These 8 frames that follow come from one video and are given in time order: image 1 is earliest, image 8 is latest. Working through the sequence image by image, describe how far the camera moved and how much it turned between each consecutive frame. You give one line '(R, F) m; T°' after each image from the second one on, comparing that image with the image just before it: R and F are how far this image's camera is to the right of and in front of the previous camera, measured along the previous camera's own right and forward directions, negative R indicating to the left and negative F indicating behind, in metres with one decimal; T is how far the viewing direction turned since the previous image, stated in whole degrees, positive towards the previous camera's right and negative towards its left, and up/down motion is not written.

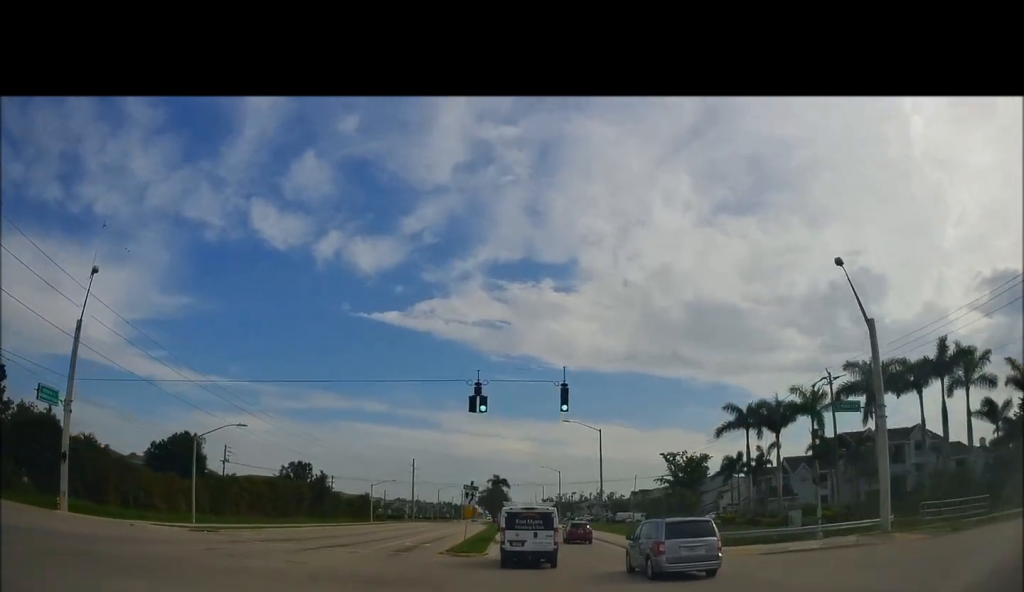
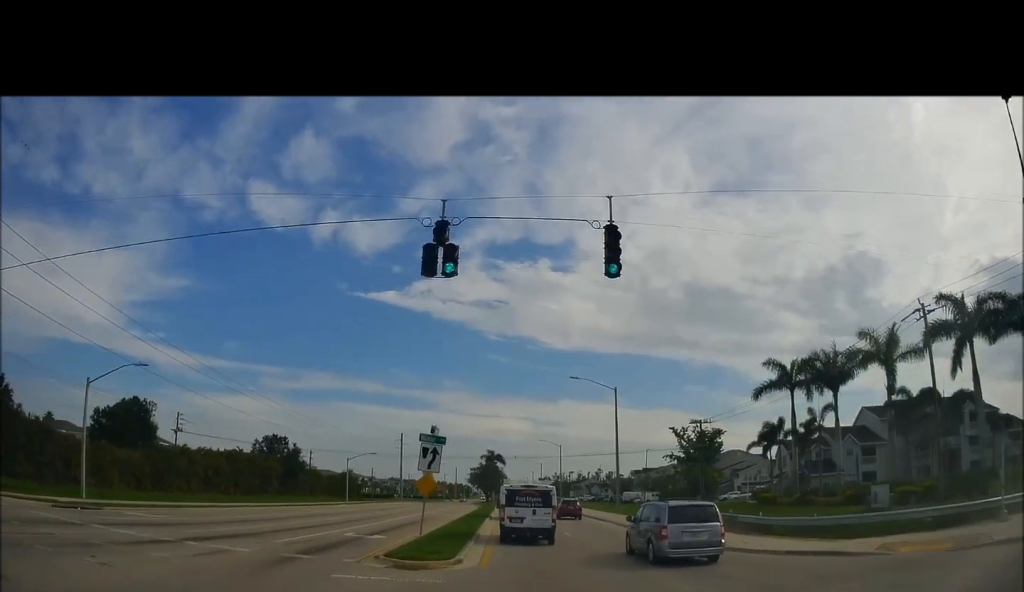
(0.0, +11.6) m; 0°
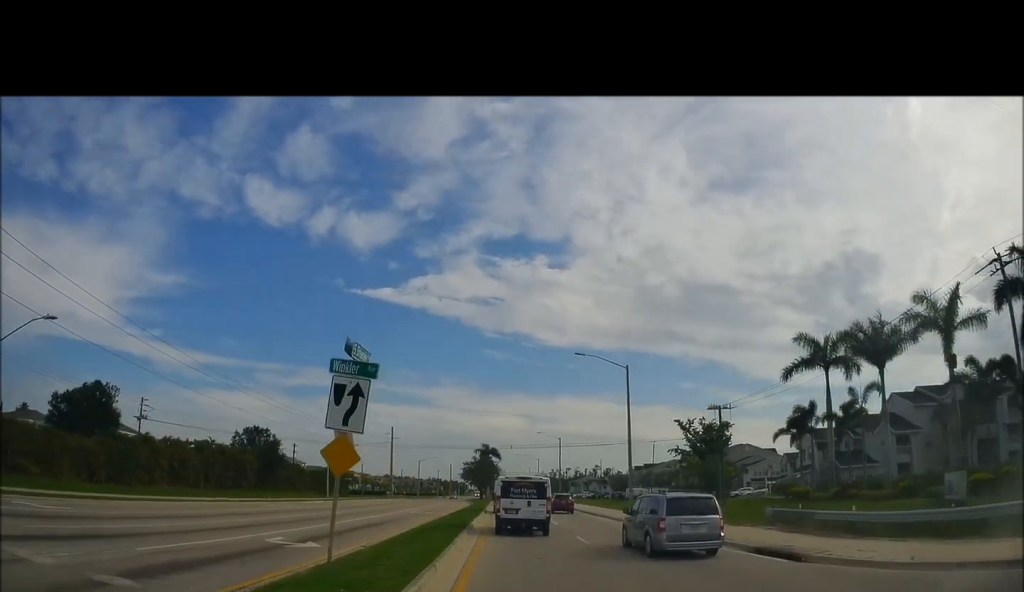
(0.0, +7.1) m; 0°
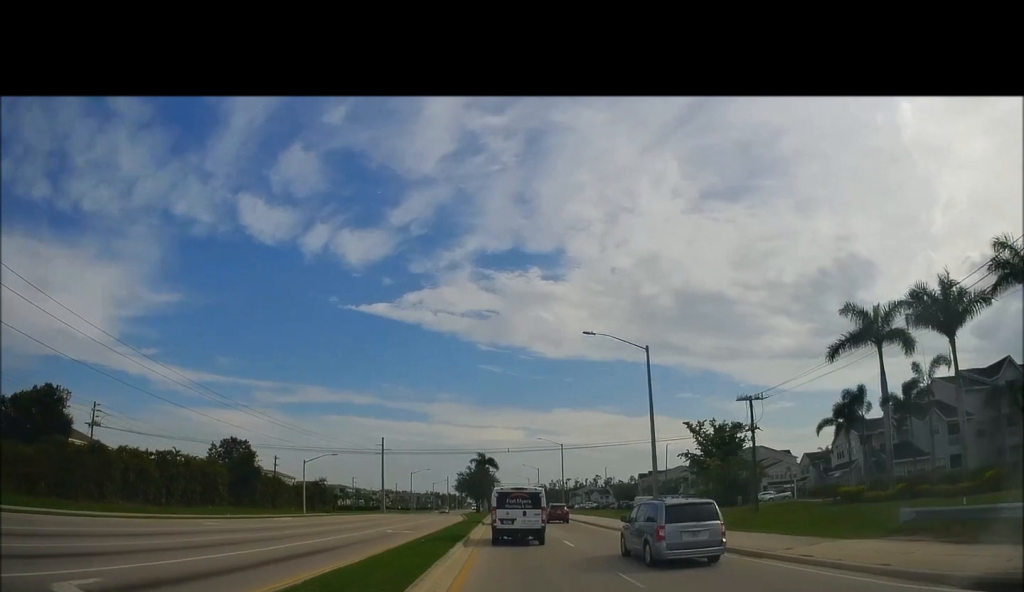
(0.0, +8.2) m; 0°
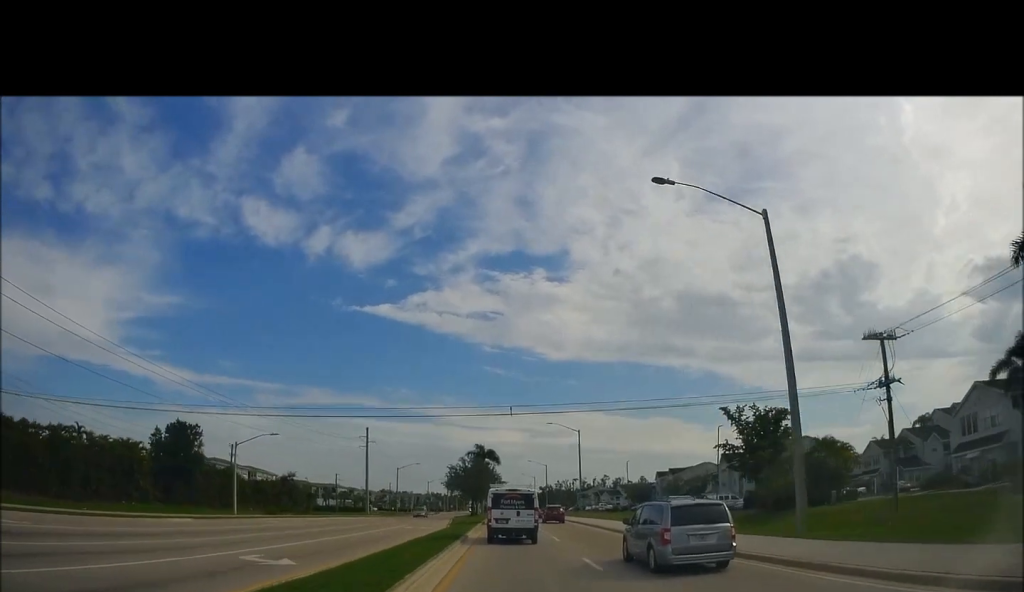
(0.0, +18.9) m; 0°
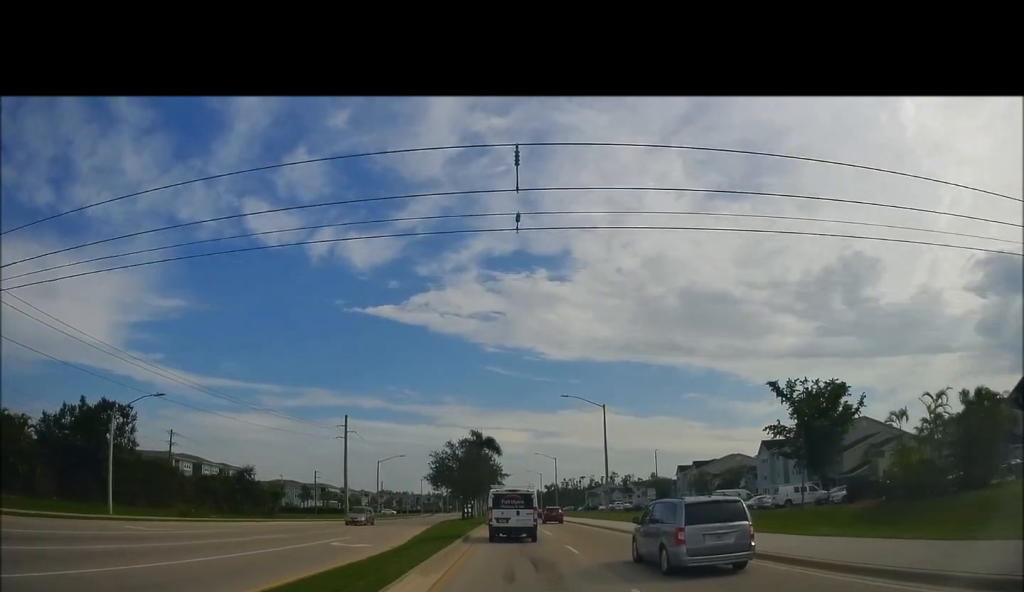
(0.0, +18.4) m; 0°
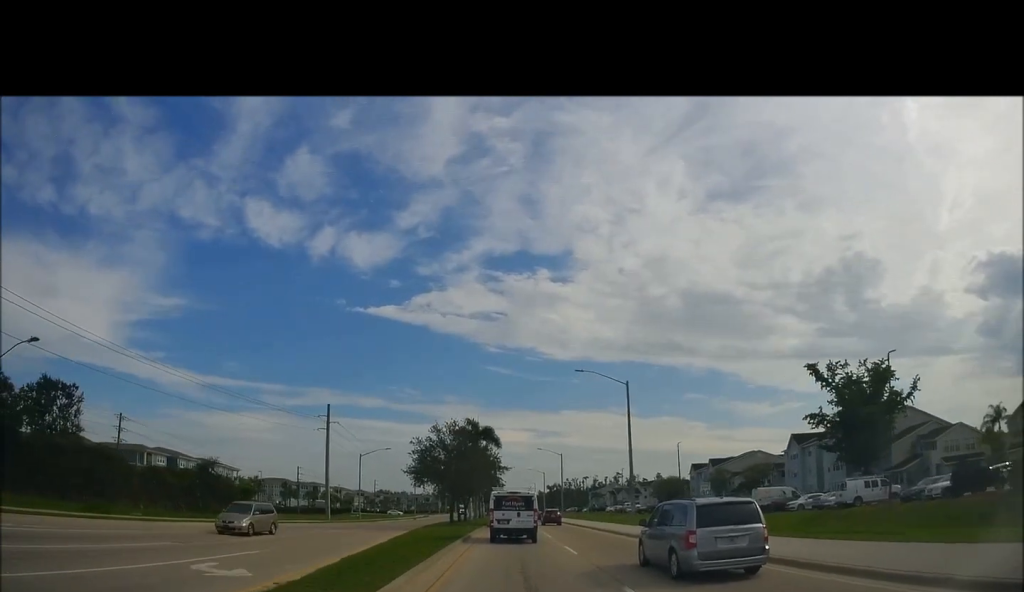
(0.0, +11.2) m; 0°
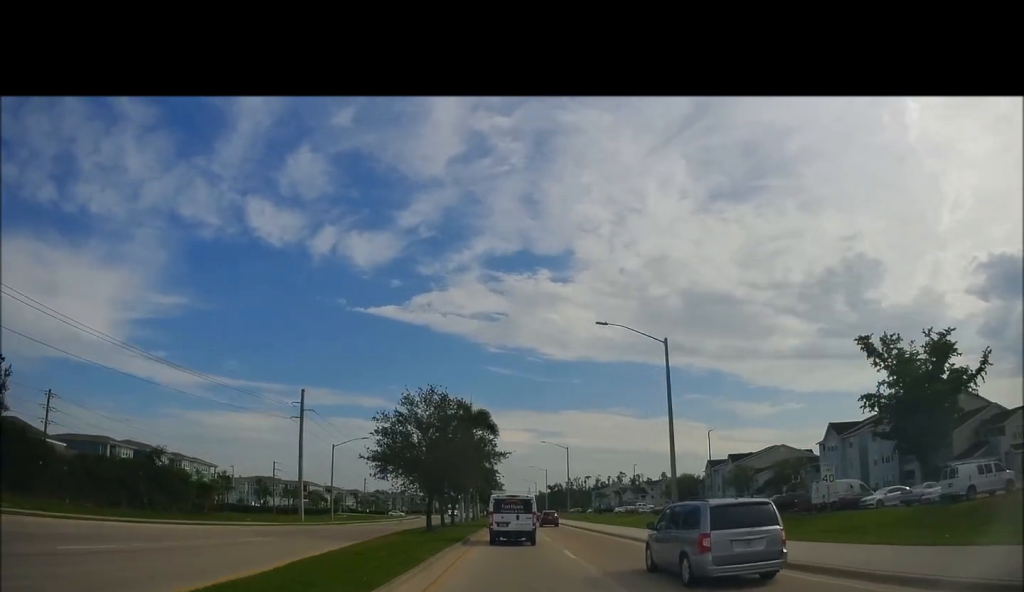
(0.0, +12.1) m; 0°
